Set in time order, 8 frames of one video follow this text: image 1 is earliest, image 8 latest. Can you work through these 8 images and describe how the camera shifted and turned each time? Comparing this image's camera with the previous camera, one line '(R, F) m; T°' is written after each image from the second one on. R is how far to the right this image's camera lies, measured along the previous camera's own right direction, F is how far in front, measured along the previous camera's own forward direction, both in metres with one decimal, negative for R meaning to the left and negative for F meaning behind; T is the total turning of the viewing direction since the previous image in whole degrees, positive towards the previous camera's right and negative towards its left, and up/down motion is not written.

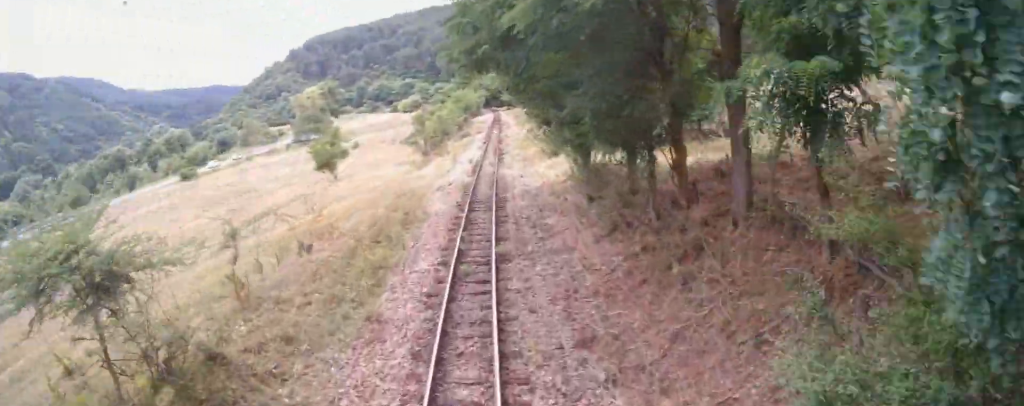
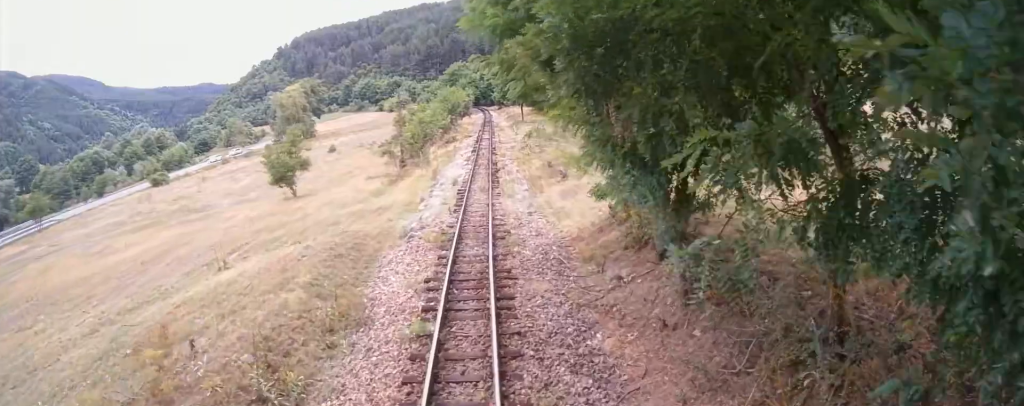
(+0.2, +9.4) m; +1°
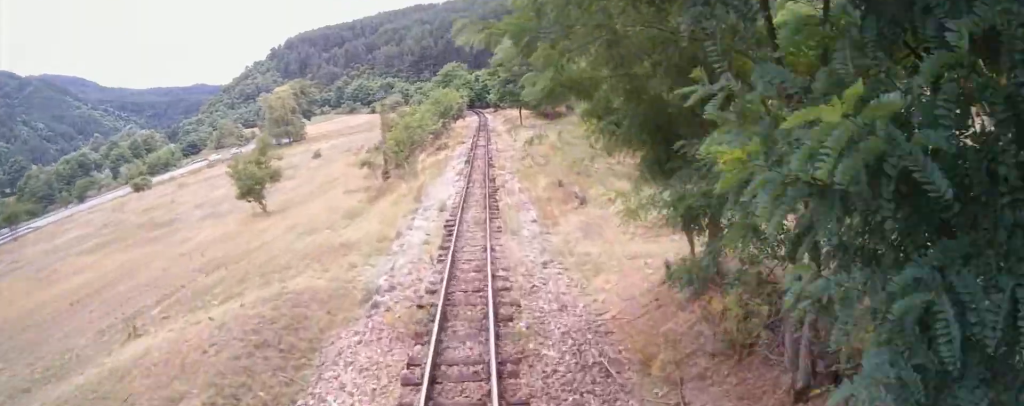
(0.0, +5.5) m; 0°
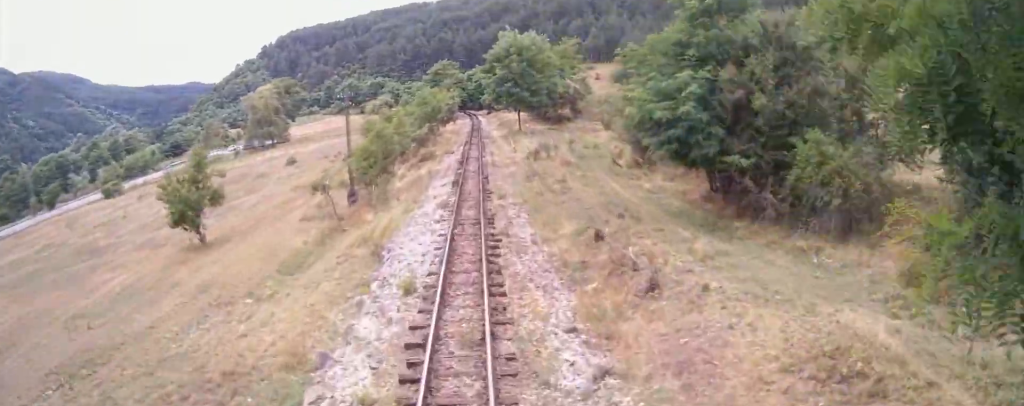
(0.0, +8.4) m; +1°
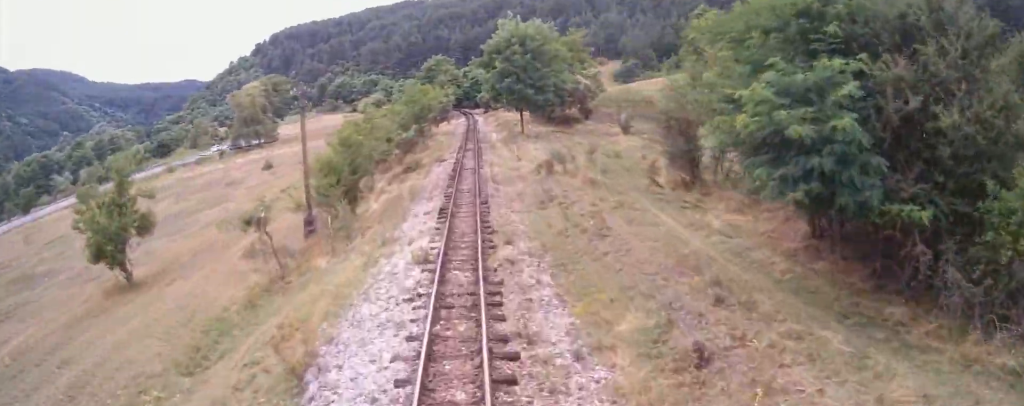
(-0.1, +7.1) m; +3°
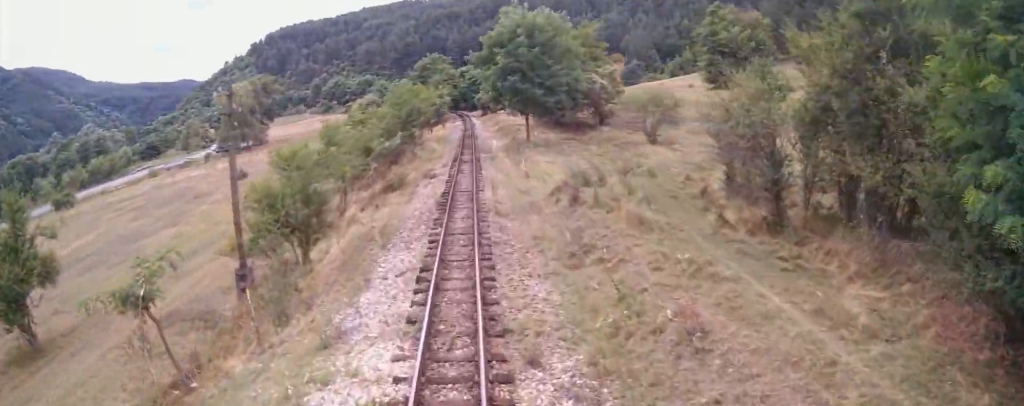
(+0.4, +6.8) m; -2°
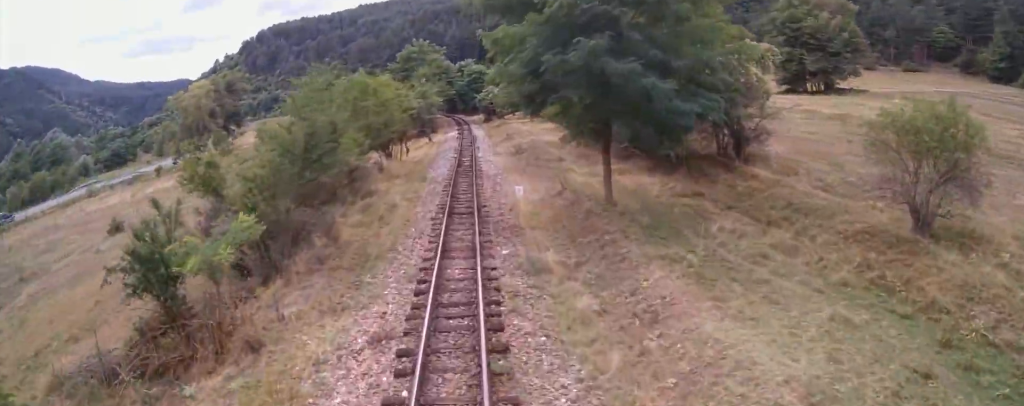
(-2.6, +23.1) m; 0°
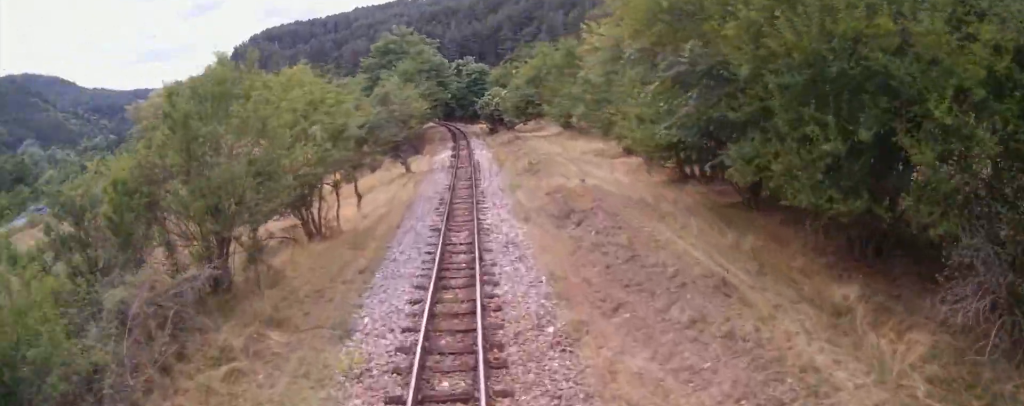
(+1.5, +17.0) m; -1°
